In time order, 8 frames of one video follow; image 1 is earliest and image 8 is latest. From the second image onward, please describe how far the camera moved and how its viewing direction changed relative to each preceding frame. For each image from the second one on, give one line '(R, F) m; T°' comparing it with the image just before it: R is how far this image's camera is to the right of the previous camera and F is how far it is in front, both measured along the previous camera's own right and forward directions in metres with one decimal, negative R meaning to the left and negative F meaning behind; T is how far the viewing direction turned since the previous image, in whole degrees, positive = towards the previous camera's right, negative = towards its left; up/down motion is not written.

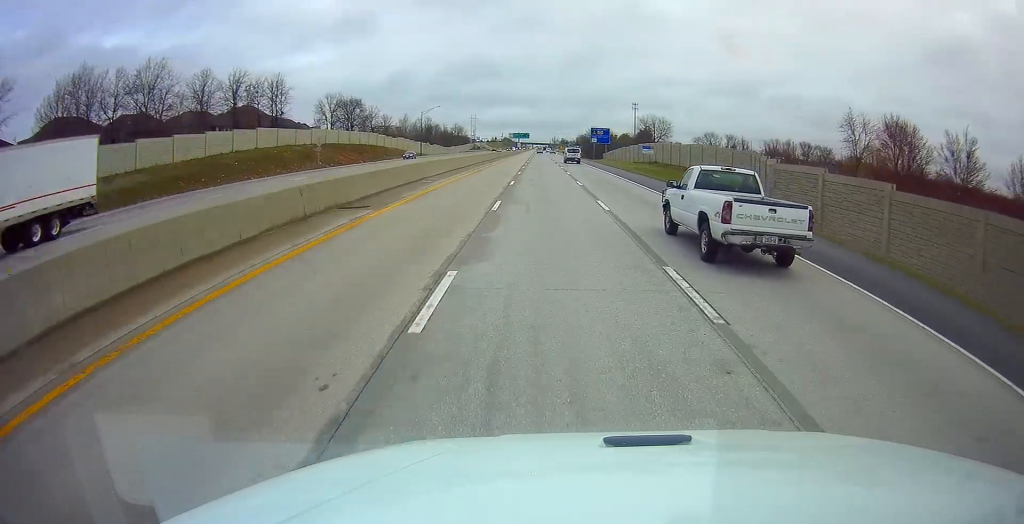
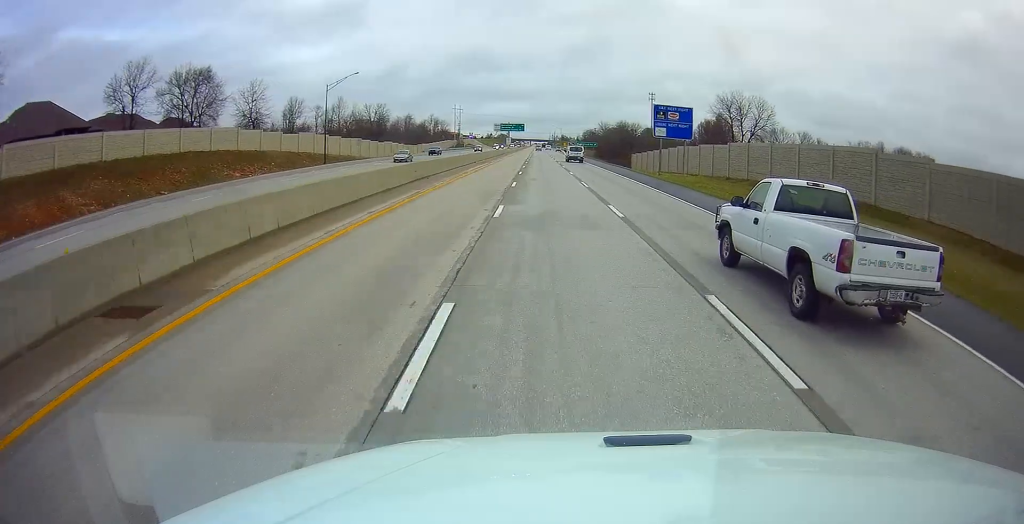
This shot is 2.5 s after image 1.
(+1.4, +75.1) m; +1°
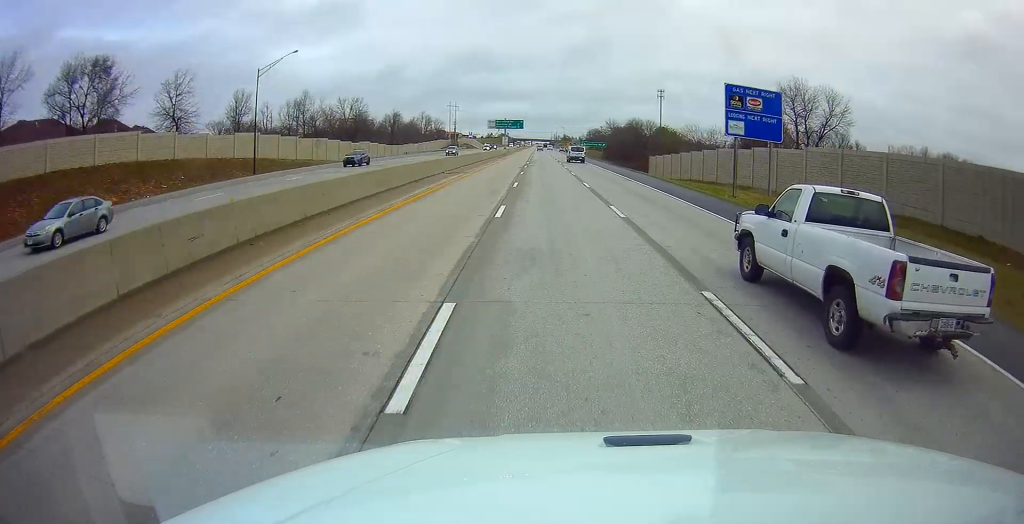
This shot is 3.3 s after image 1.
(-0.3, +24.4) m; -1°
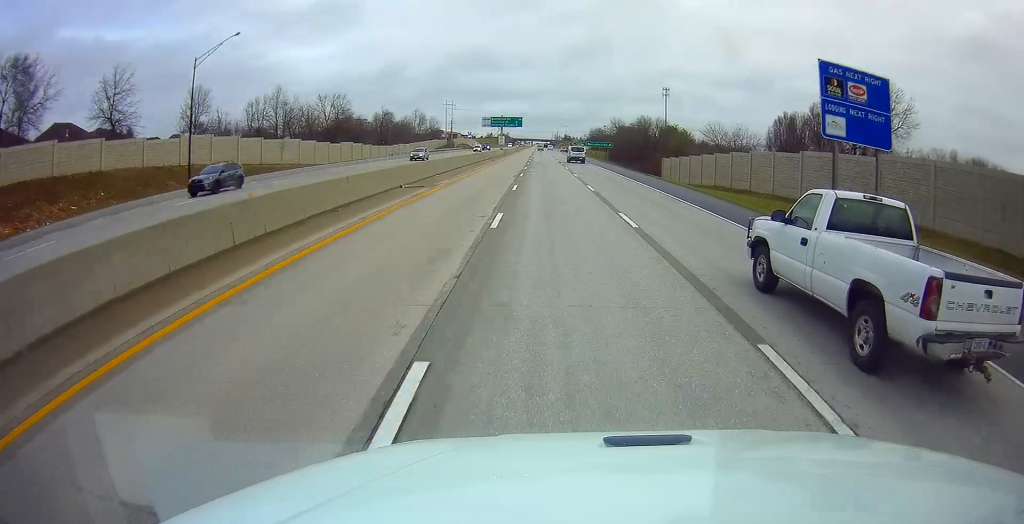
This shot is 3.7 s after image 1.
(0.0, +14.2) m; 0°
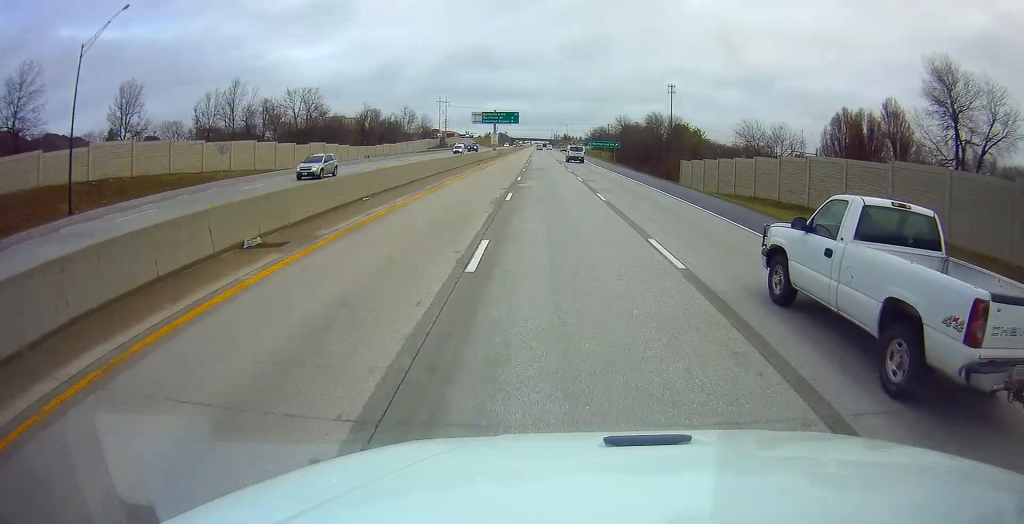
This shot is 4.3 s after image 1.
(0.0, +17.2) m; 0°
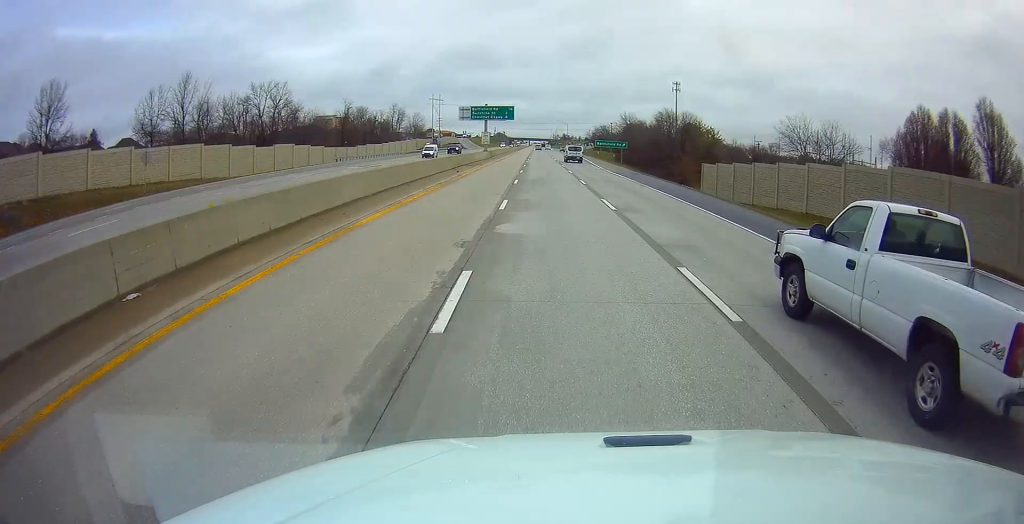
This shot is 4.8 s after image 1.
(0.0, +15.2) m; 0°
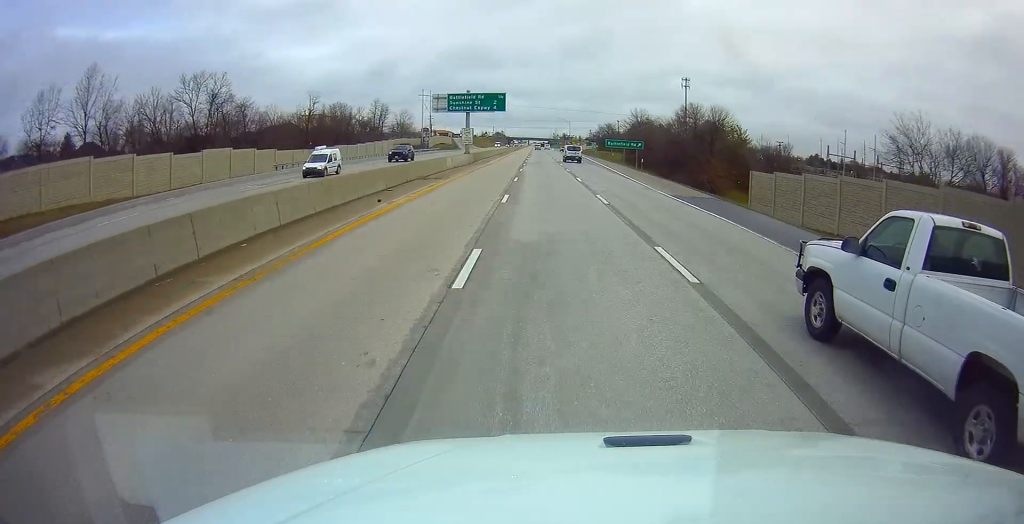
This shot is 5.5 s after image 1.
(0.0, +22.4) m; +1°
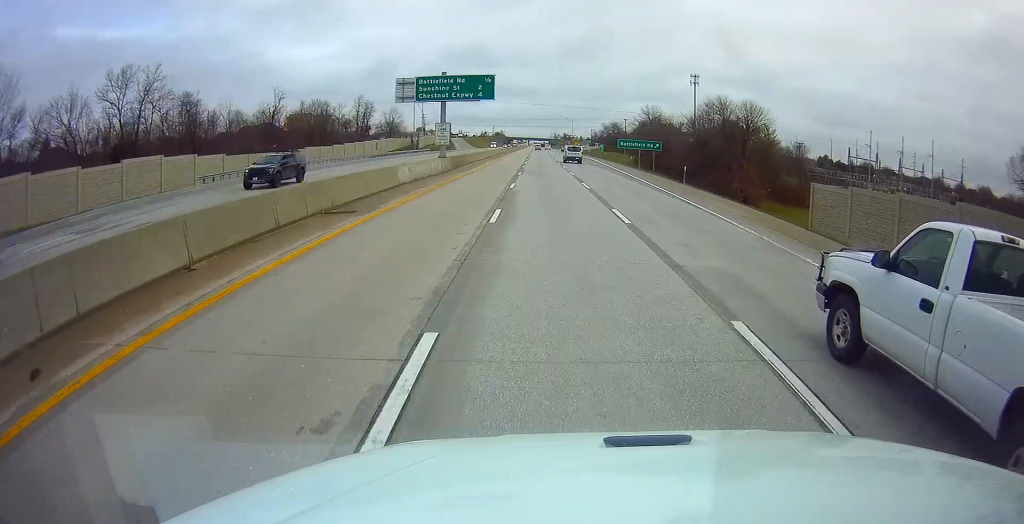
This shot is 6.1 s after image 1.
(-0.1, +17.4) m; +1°
